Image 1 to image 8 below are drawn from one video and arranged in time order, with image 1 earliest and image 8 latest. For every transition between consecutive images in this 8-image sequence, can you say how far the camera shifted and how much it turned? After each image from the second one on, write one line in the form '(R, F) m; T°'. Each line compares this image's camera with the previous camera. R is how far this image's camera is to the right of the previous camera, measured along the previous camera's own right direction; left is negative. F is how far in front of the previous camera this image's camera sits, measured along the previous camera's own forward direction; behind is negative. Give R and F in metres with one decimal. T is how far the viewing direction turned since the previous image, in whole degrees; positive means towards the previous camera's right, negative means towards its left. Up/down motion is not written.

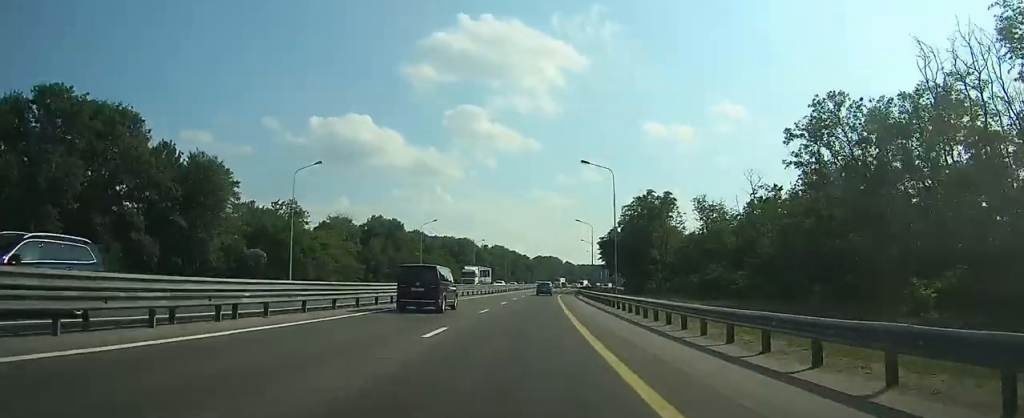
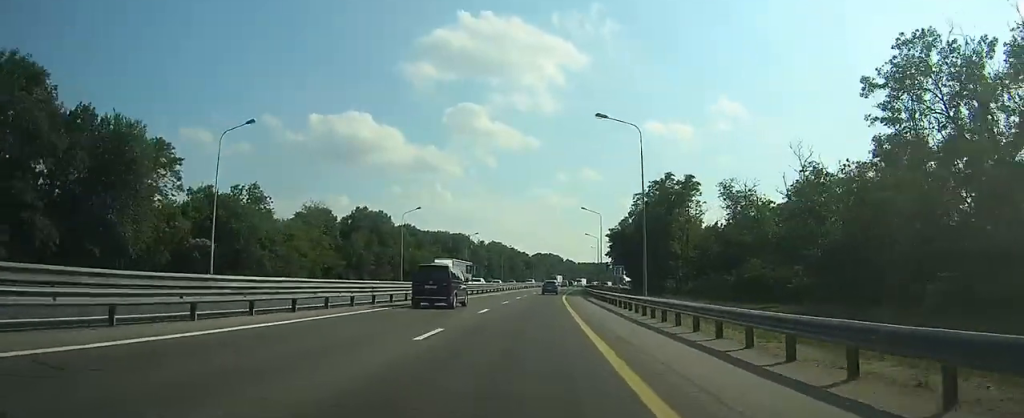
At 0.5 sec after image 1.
(0.0, +13.6) m; 0°
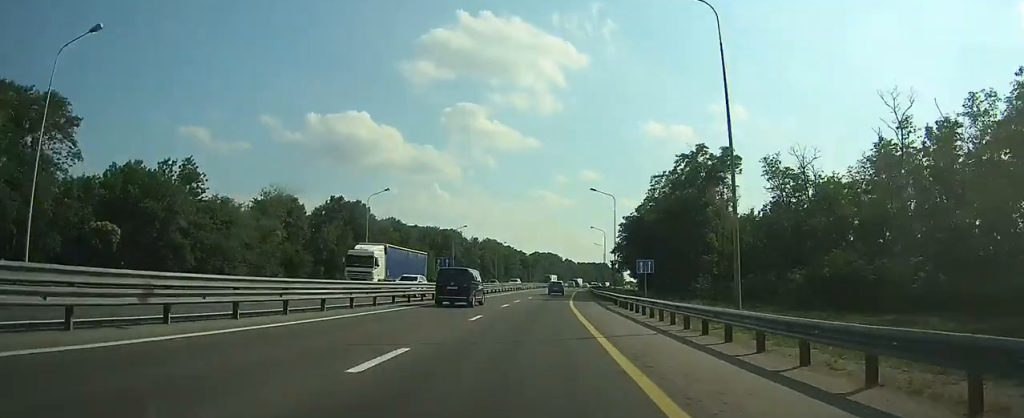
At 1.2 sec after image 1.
(0.0, +16.8) m; 0°
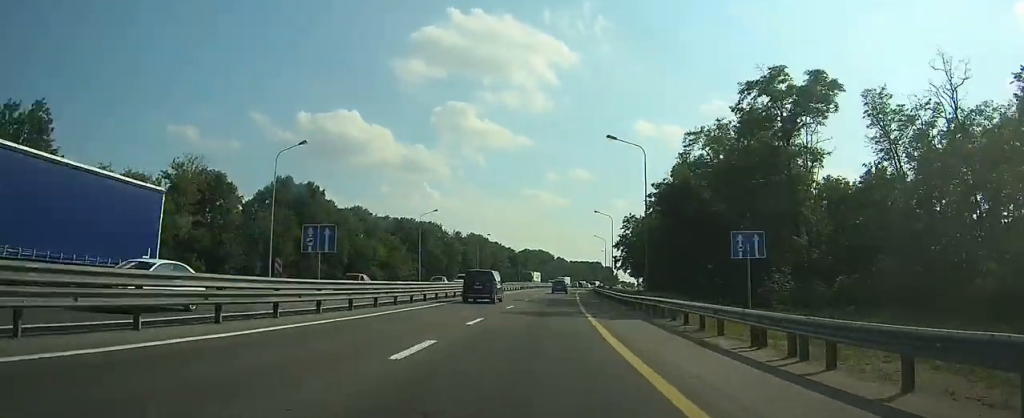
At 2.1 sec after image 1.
(+0.2, +23.2) m; +1°
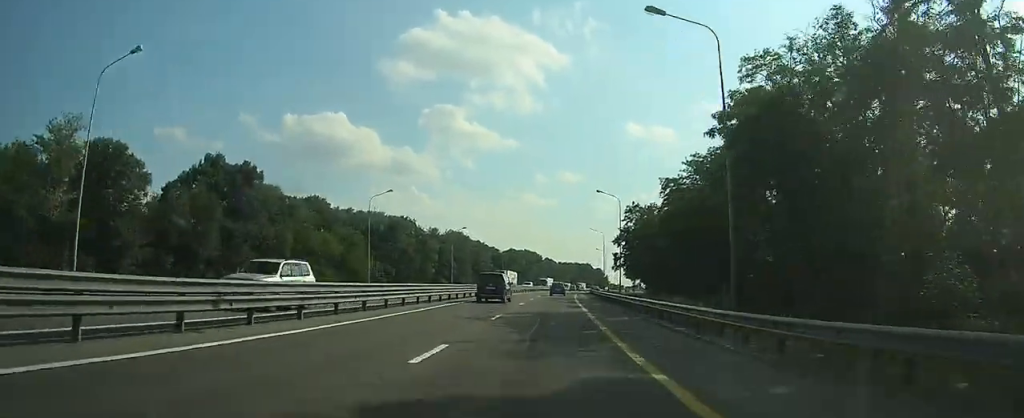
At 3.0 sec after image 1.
(+0.1, +20.4) m; +1°
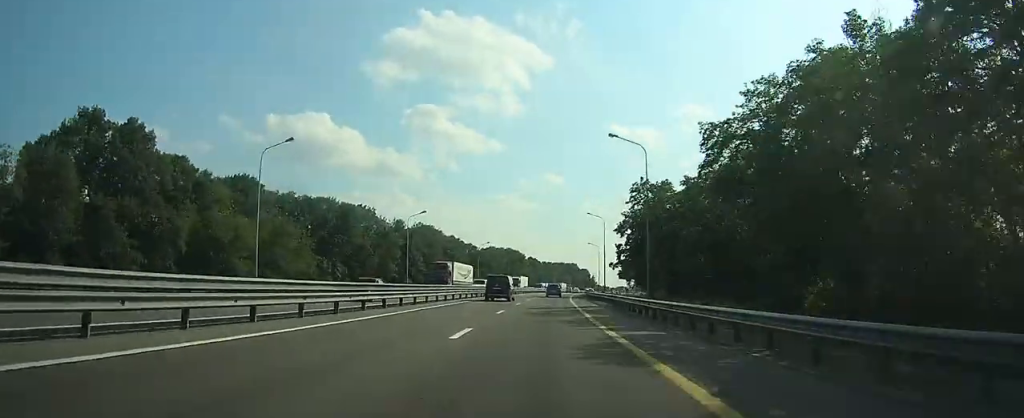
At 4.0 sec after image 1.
(+0.1, +24.2) m; +1°
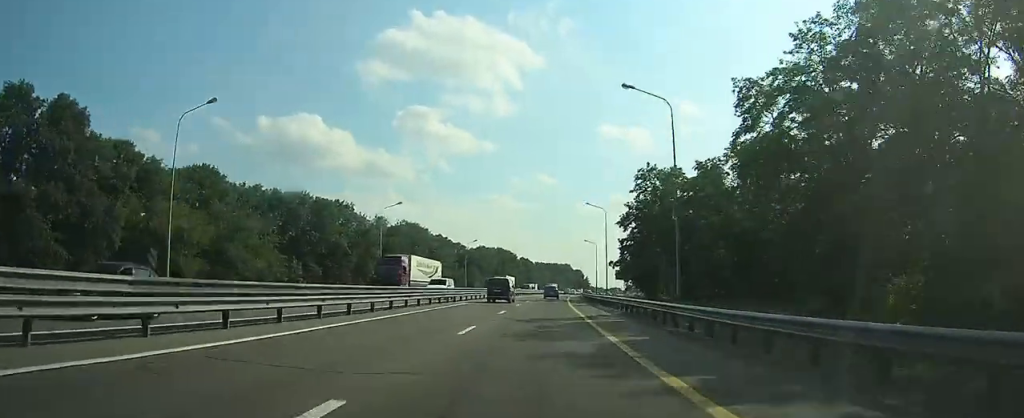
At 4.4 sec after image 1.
(+0.1, +10.3) m; +1°
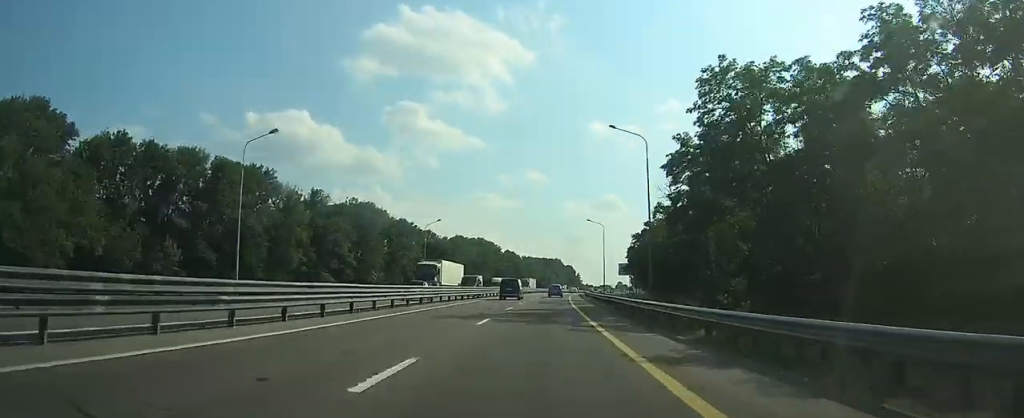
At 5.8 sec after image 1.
(+0.5, +33.2) m; +1°
